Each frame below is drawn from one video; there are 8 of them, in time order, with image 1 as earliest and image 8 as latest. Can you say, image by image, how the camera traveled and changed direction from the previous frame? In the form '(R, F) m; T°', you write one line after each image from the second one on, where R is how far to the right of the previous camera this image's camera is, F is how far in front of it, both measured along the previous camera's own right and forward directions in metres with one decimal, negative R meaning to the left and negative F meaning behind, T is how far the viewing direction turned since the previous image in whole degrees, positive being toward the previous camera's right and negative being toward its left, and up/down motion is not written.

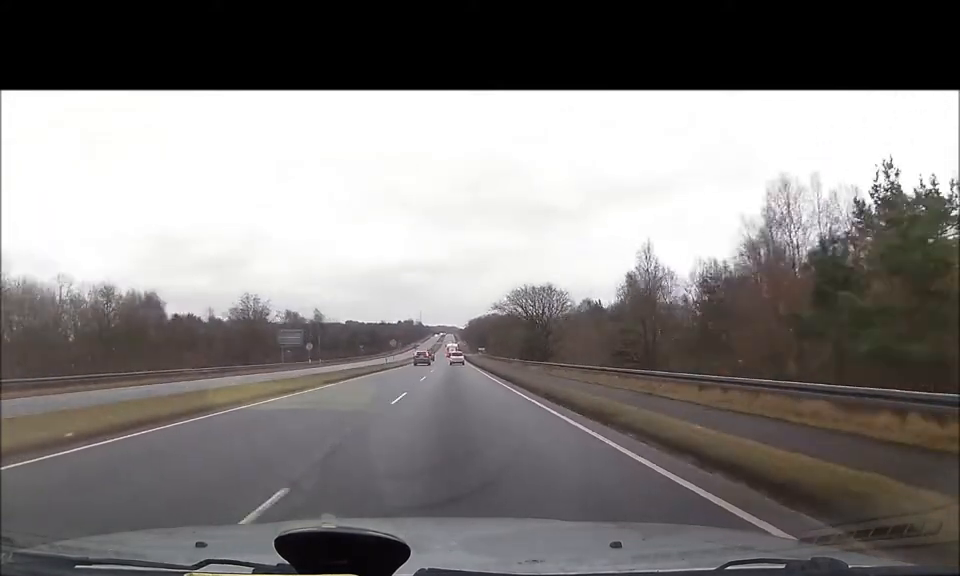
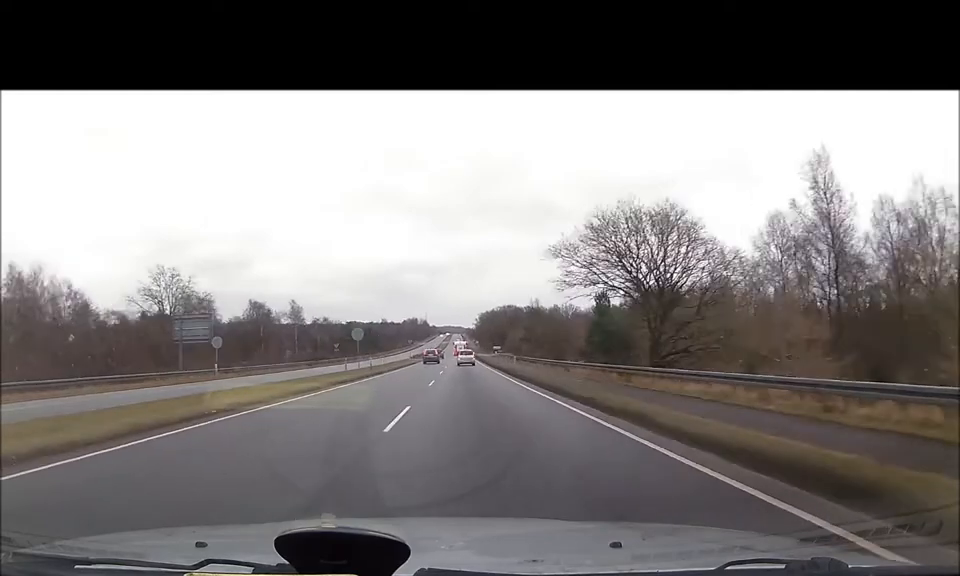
(-0.3, +36.9) m; 0°
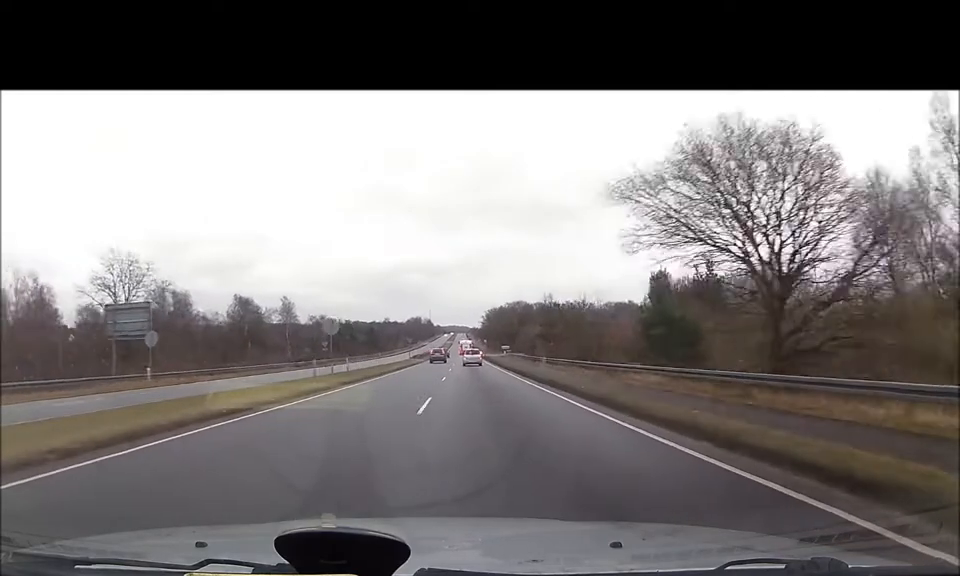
(+0.2, +12.1) m; 0°
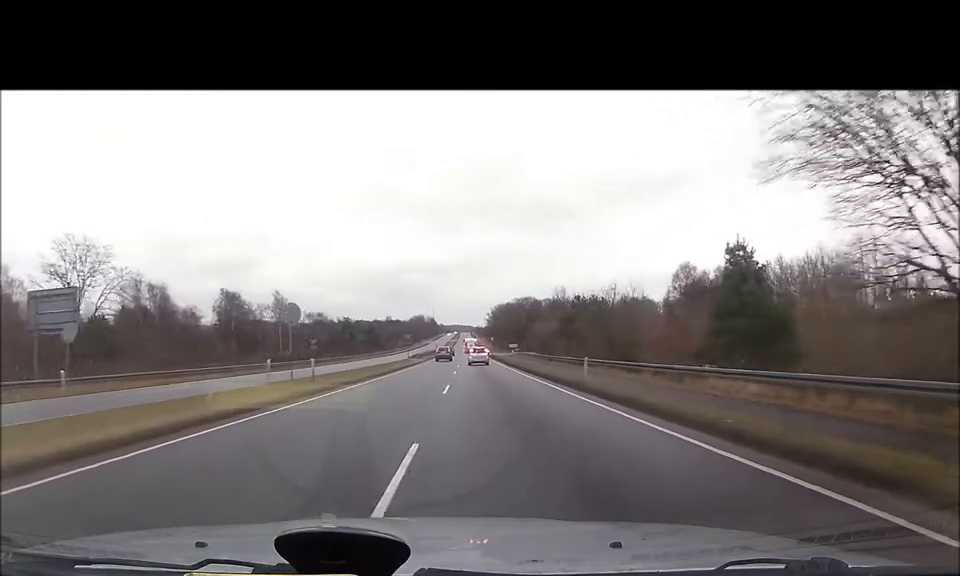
(-0.1, +12.1) m; 0°
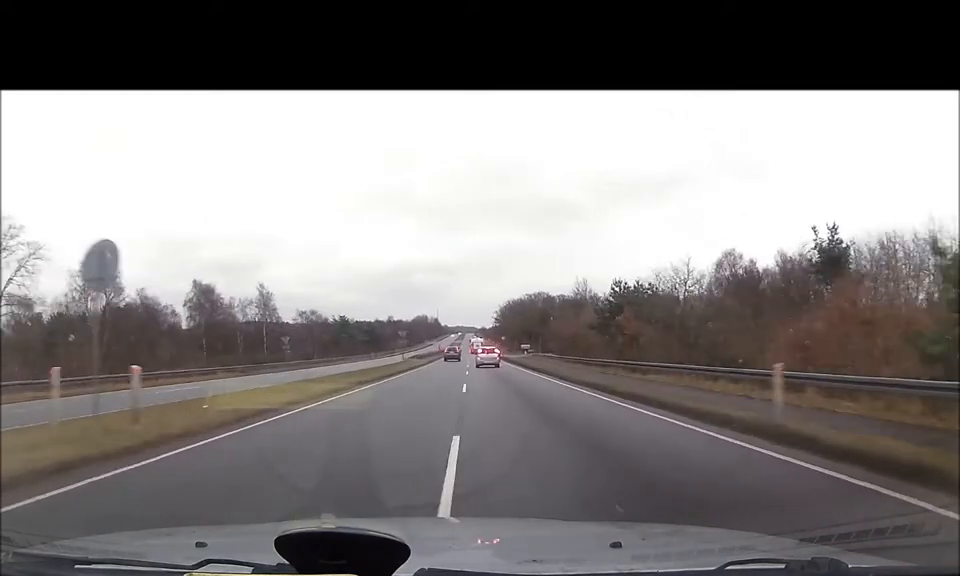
(-0.2, +14.0) m; -1°
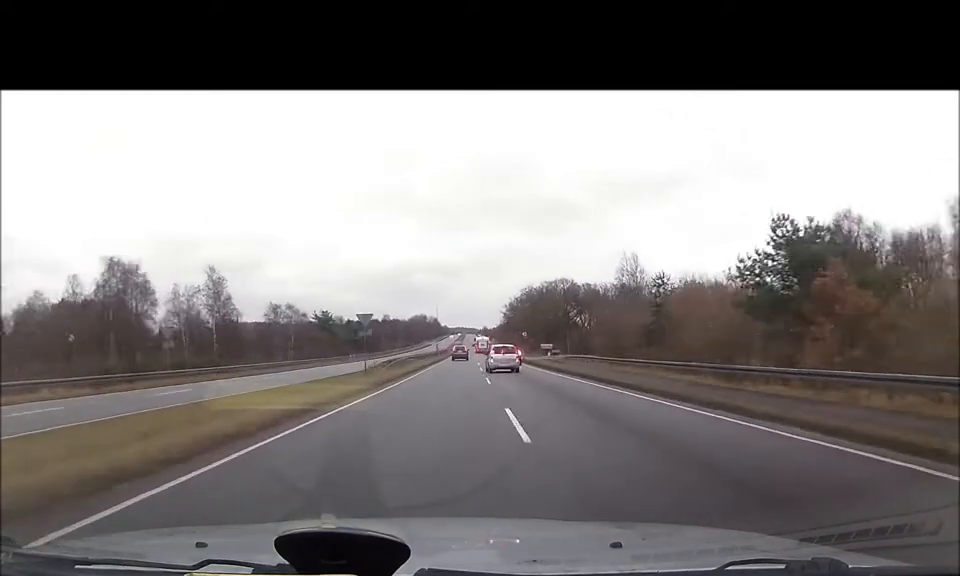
(-0.1, +22.0) m; 0°
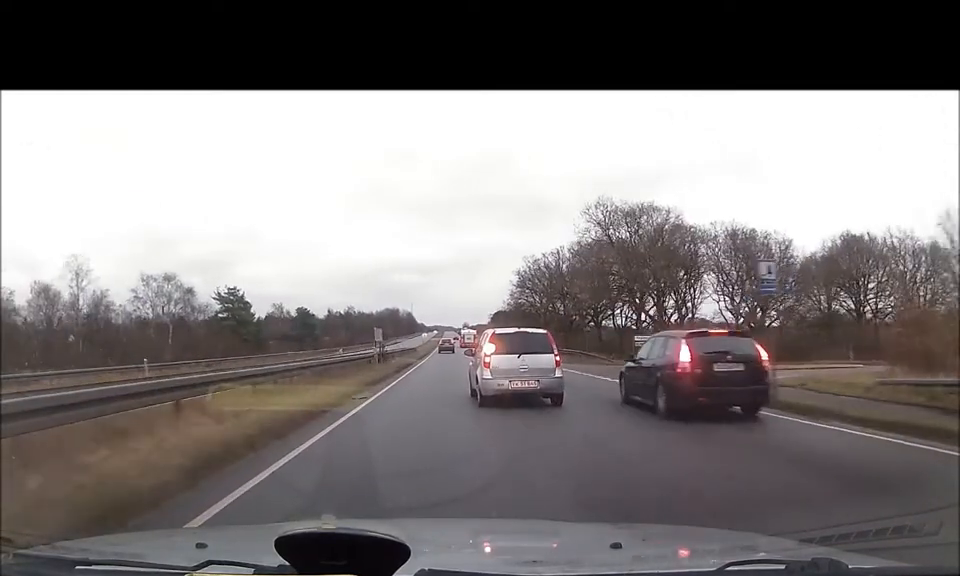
(+1.0, +51.9) m; +2°
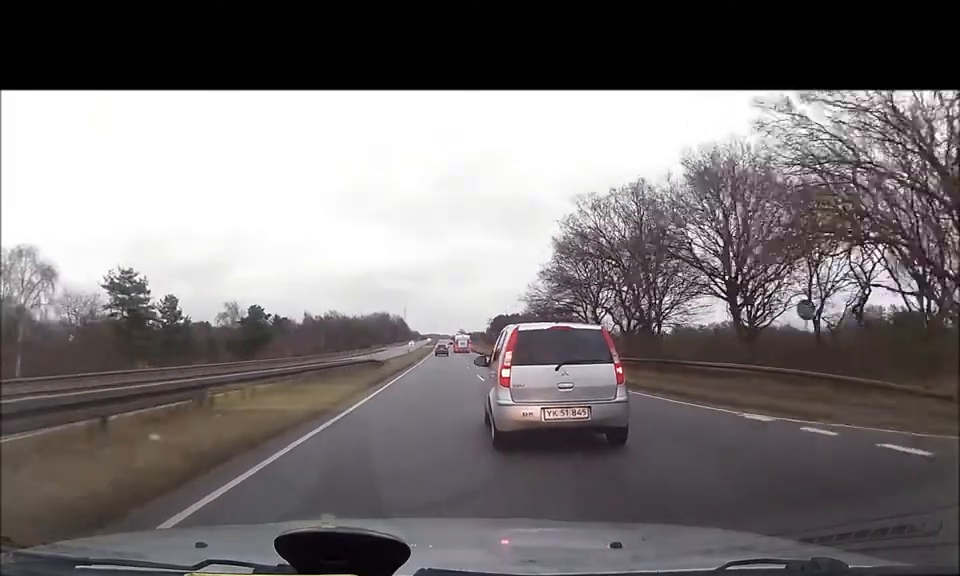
(0.0, +31.0) m; 0°
